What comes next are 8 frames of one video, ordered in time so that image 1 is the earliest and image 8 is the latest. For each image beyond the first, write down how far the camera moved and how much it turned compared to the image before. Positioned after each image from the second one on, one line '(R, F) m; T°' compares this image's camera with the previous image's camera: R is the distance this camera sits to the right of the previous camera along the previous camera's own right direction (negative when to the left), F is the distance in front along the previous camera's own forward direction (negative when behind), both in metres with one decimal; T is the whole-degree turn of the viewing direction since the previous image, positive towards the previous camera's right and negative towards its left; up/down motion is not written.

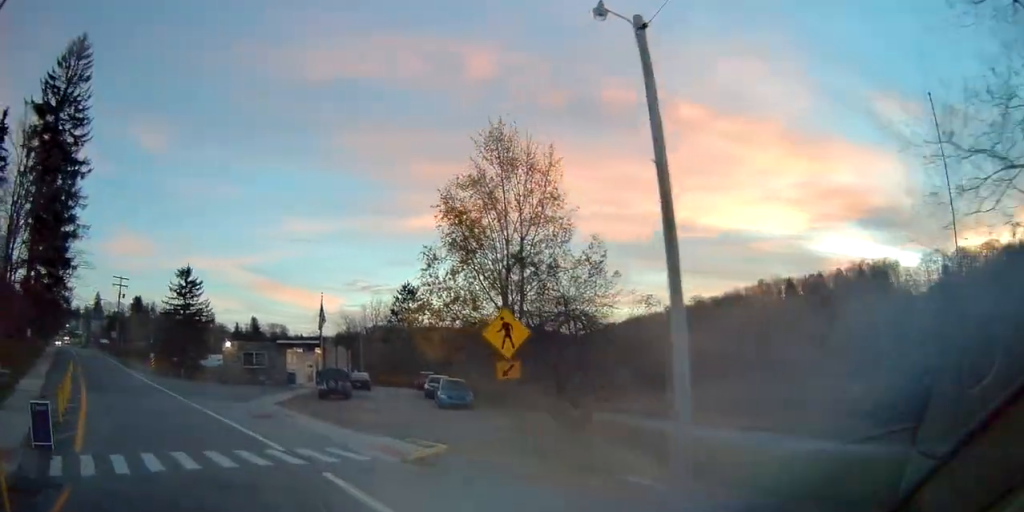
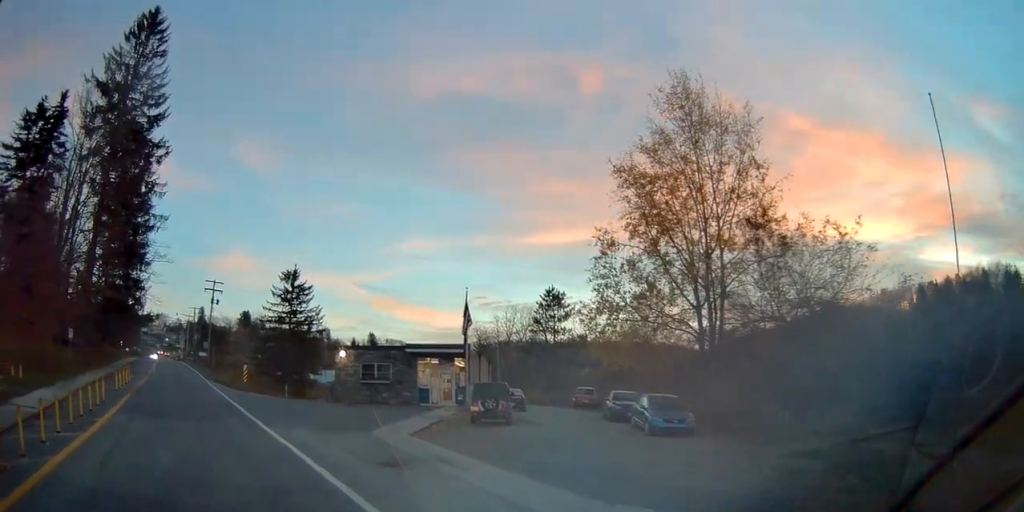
(-0.6, +9.0) m; -11°
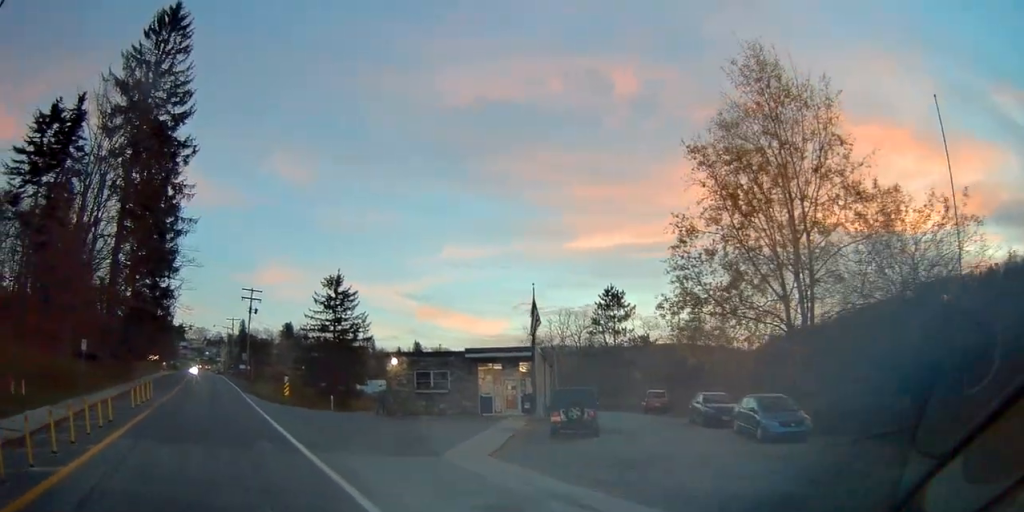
(-0.1, +3.6) m; -5°
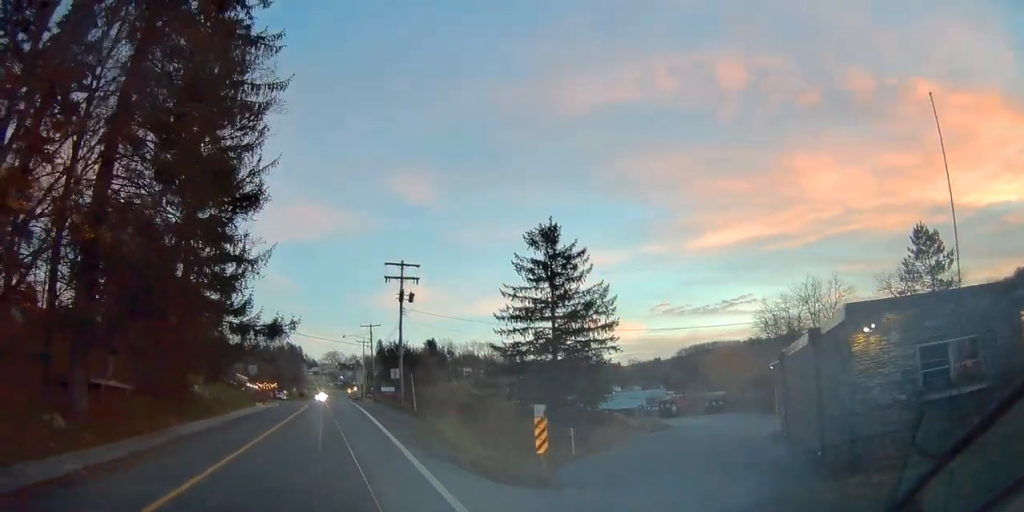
(-4.4, +23.8) m; -16°
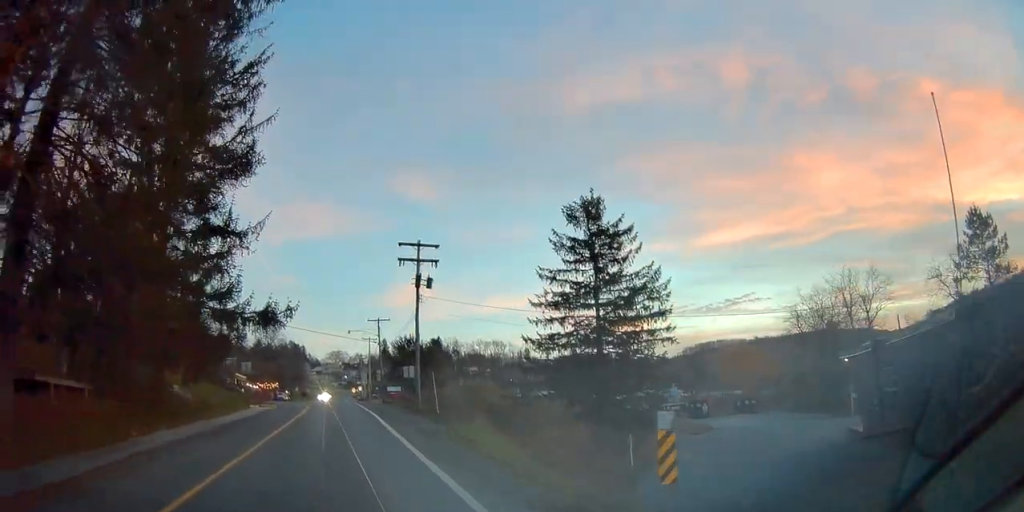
(-0.2, +5.4) m; -1°
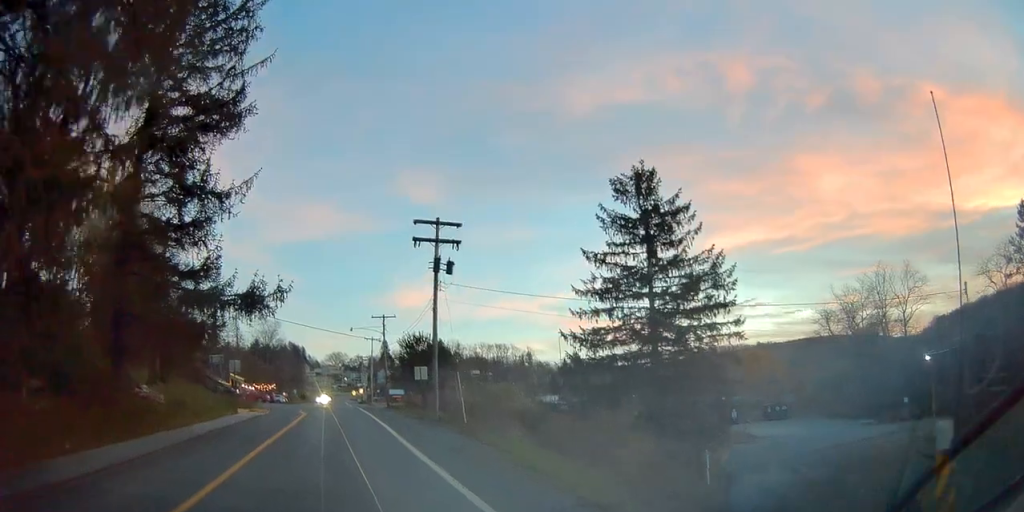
(+0.1, +5.4) m; 0°
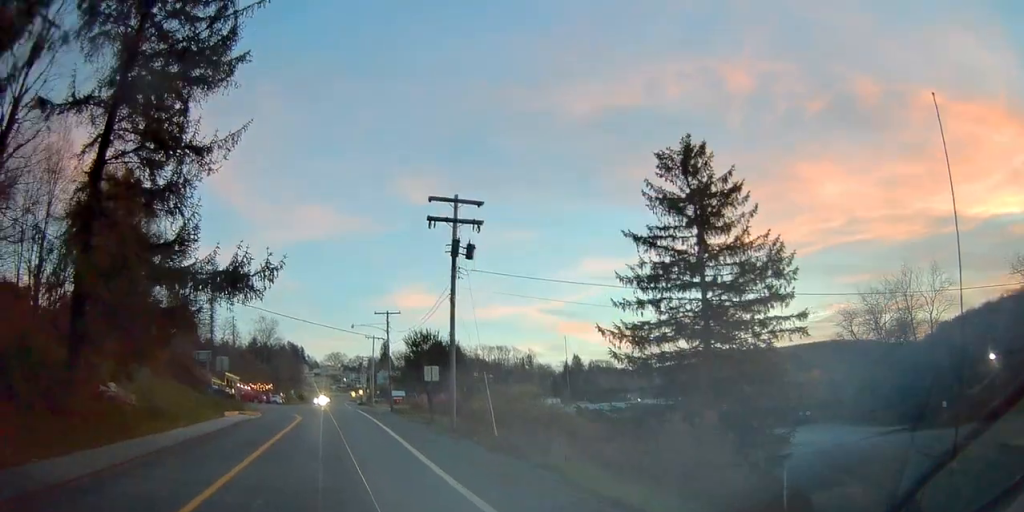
(0.0, +3.9) m; 0°
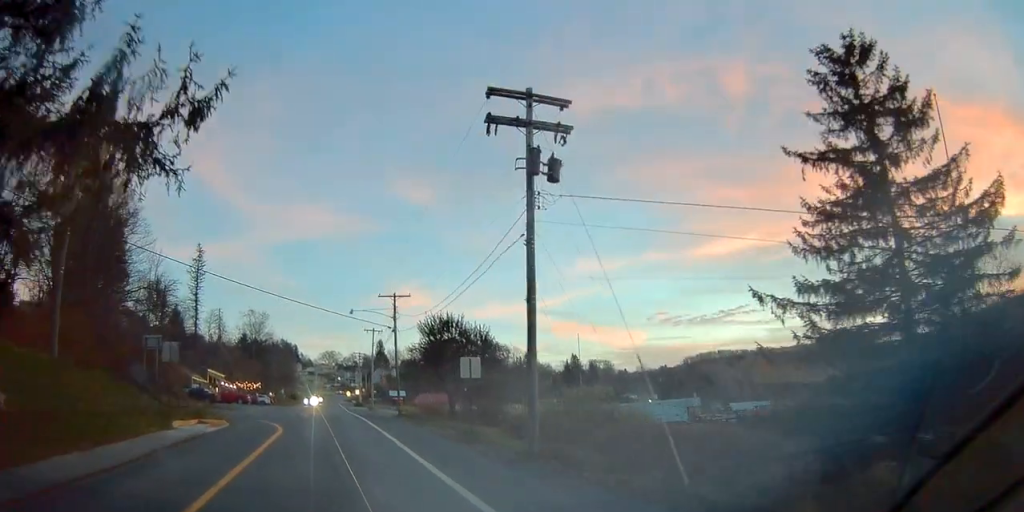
(0.0, +9.9) m; +1°
